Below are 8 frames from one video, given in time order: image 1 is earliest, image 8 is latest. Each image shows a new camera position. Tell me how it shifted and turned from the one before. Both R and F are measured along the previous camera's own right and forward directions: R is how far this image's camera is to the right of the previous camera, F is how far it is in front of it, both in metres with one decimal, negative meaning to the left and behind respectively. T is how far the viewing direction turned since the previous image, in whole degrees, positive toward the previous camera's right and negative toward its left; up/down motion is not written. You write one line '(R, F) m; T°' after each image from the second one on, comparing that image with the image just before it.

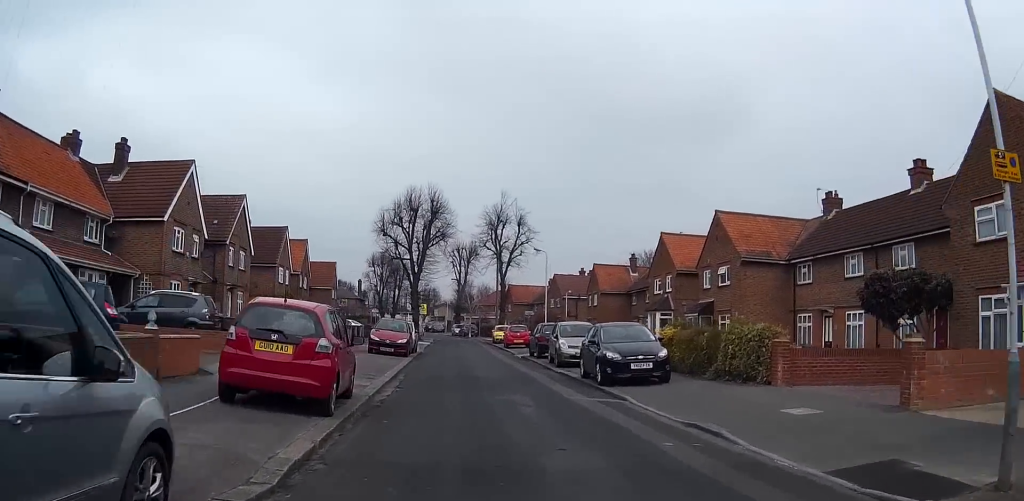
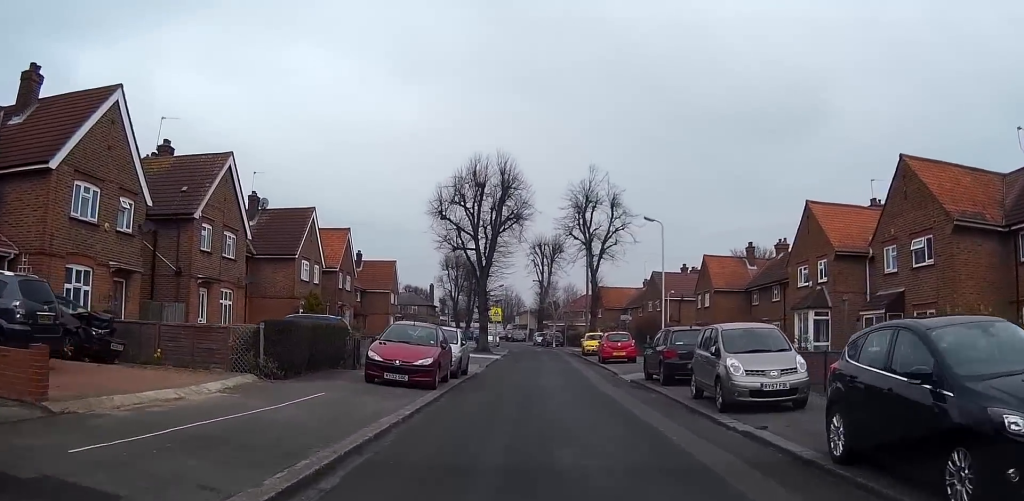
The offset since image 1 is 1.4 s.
(-0.9, +13.4) m; -6°
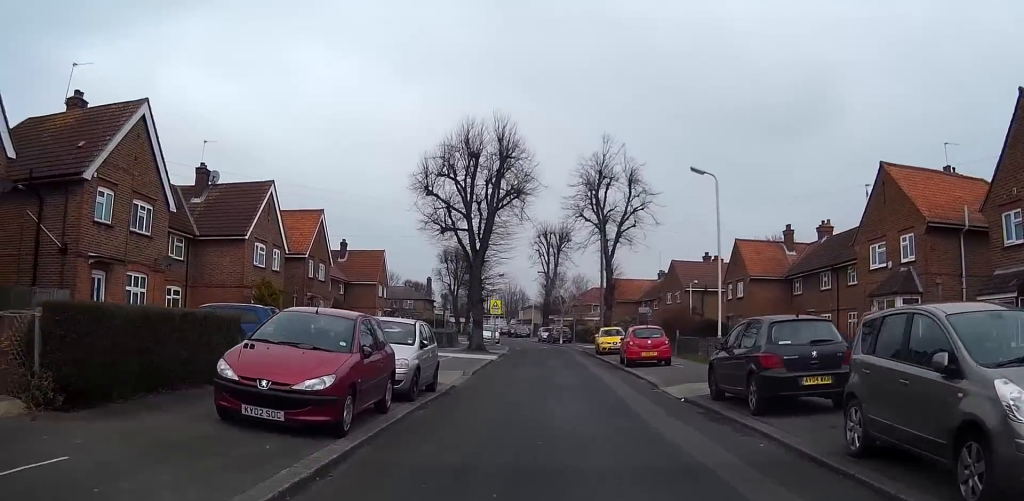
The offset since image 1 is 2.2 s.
(-0.1, +8.3) m; -1°
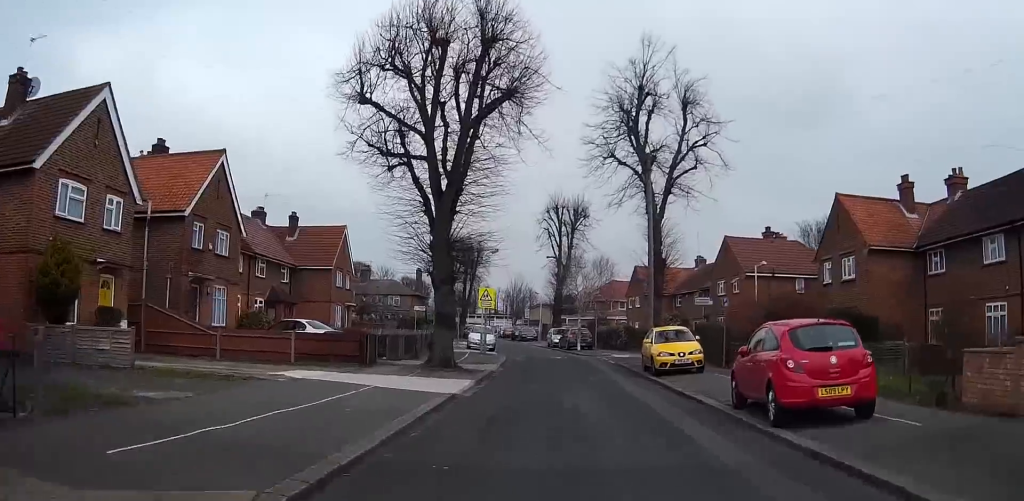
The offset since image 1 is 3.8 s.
(-0.2, +16.8) m; -1°
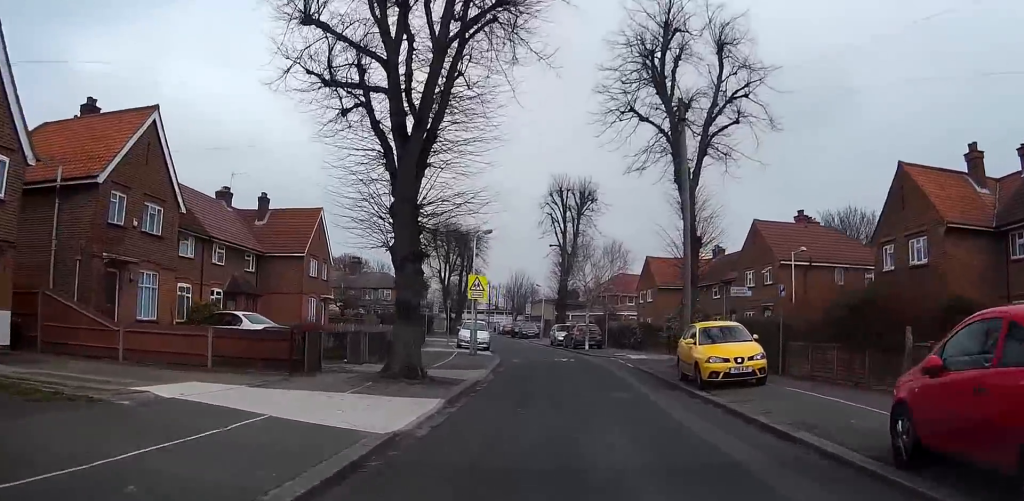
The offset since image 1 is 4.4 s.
(0.0, +6.5) m; 0°
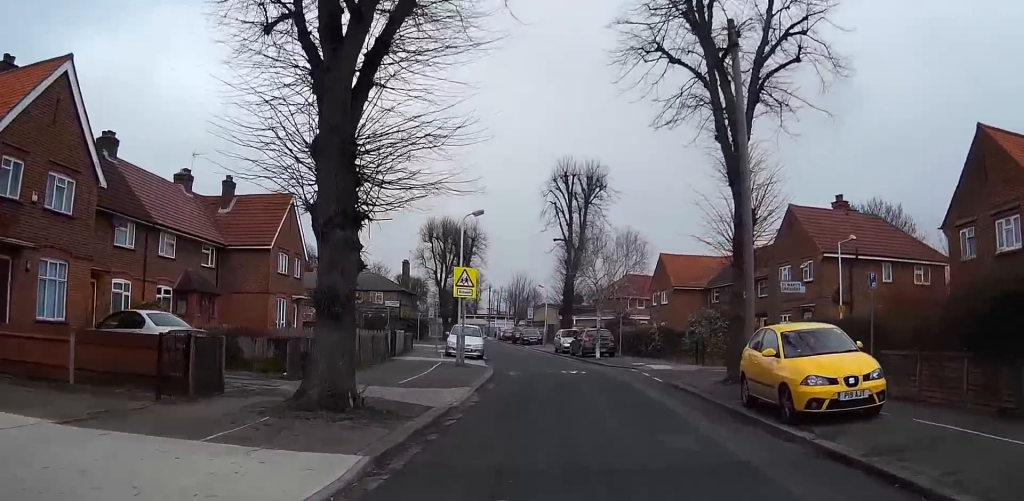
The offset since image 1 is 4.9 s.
(0.0, +6.1) m; 0°
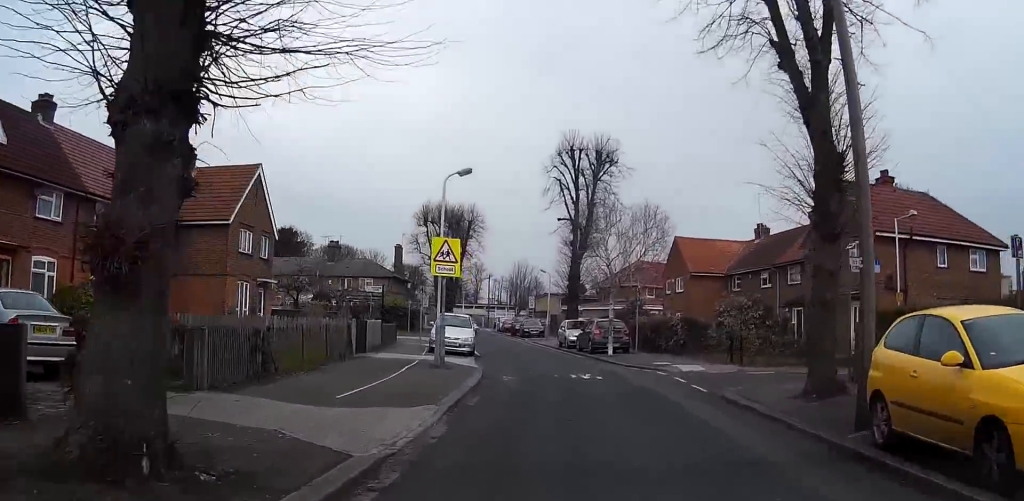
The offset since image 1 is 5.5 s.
(0.0, +5.6) m; 0°
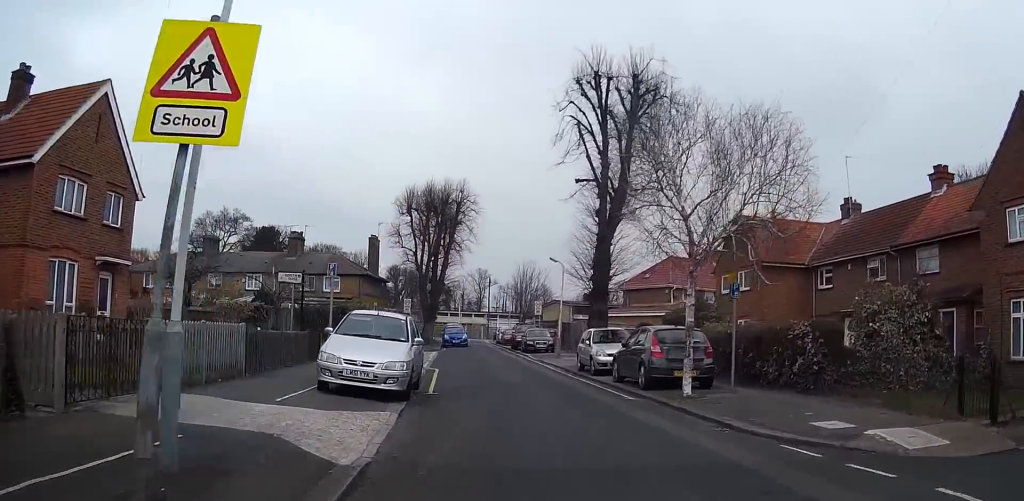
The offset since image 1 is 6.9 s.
(0.0, +15.2) m; -1°
